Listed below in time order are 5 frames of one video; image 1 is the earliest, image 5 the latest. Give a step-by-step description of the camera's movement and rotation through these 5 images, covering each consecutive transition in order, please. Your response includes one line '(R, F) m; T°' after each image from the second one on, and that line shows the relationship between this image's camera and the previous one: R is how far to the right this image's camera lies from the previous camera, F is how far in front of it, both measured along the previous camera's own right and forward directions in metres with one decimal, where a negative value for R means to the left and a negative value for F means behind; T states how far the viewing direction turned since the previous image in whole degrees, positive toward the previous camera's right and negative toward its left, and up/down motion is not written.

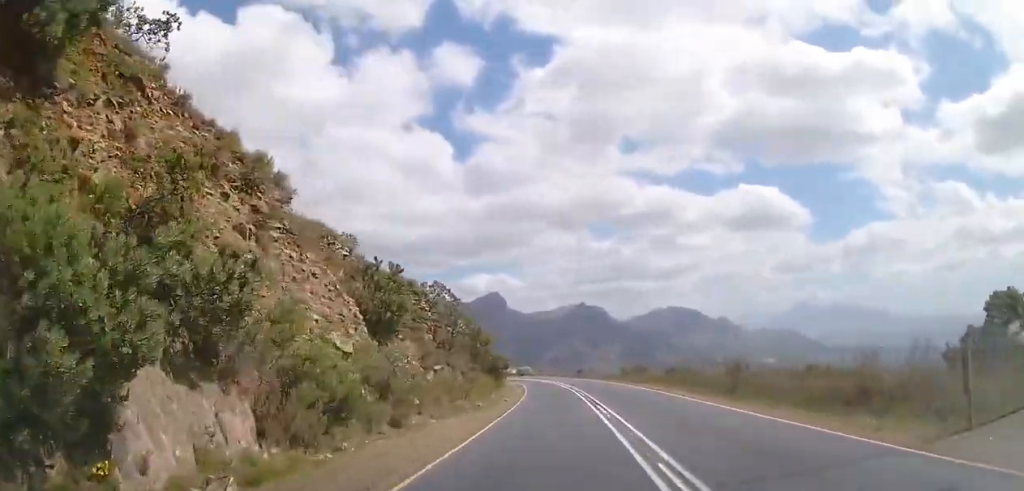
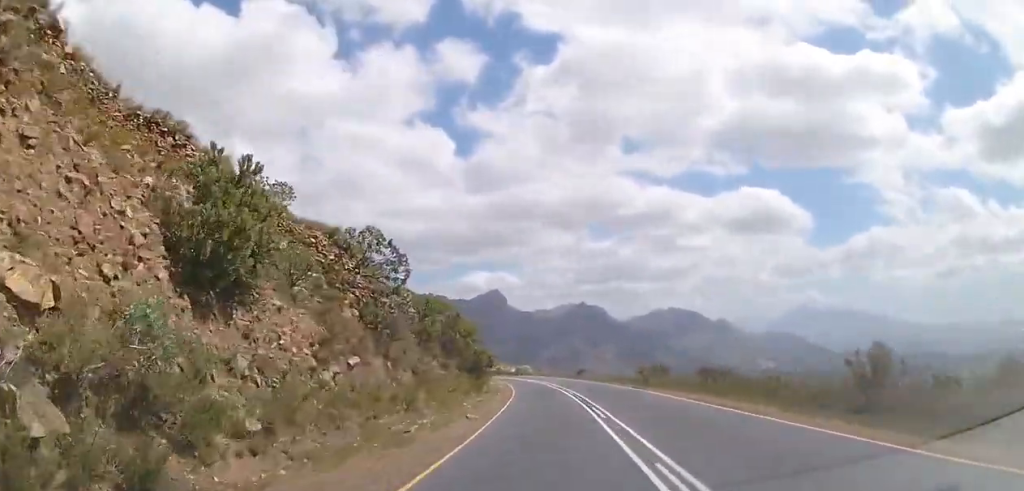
(+0.1, +12.7) m; 0°
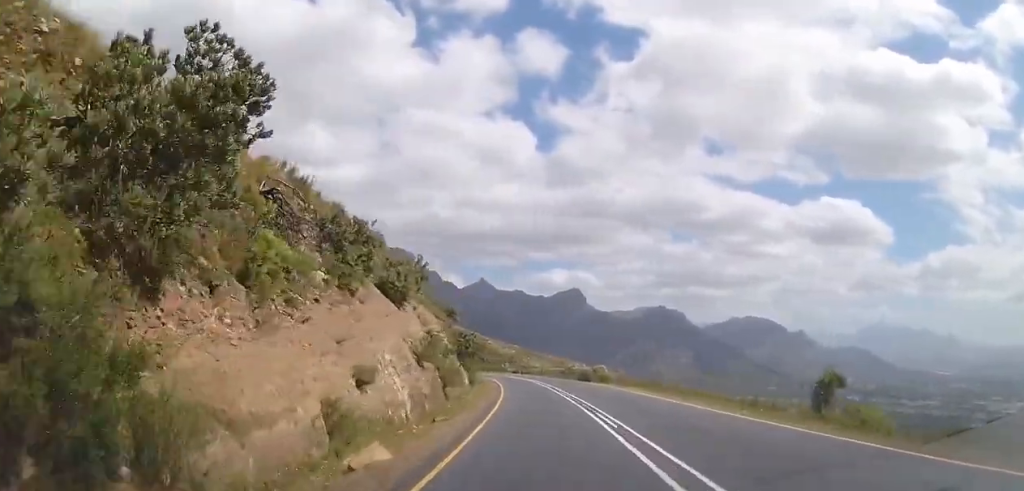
(-2.8, +63.0) m; -6°
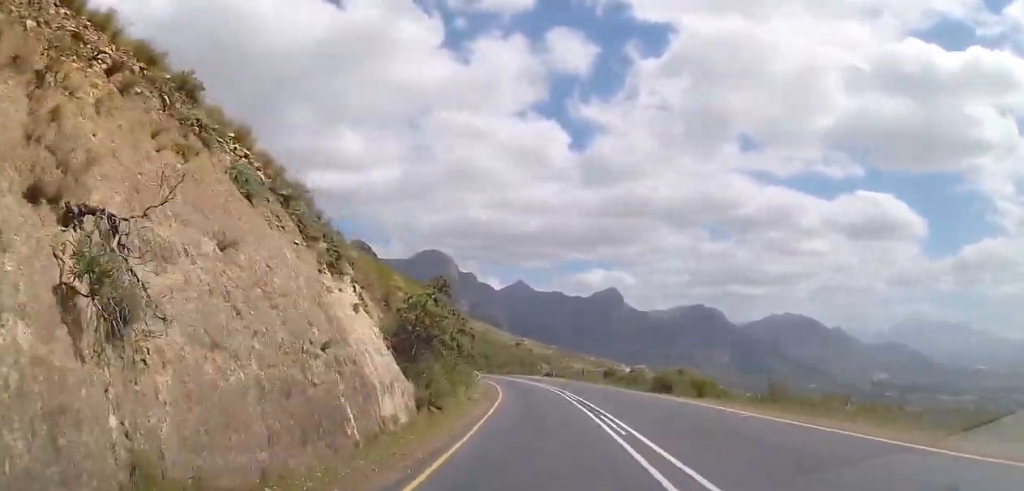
(-0.1, +25.4) m; -2°
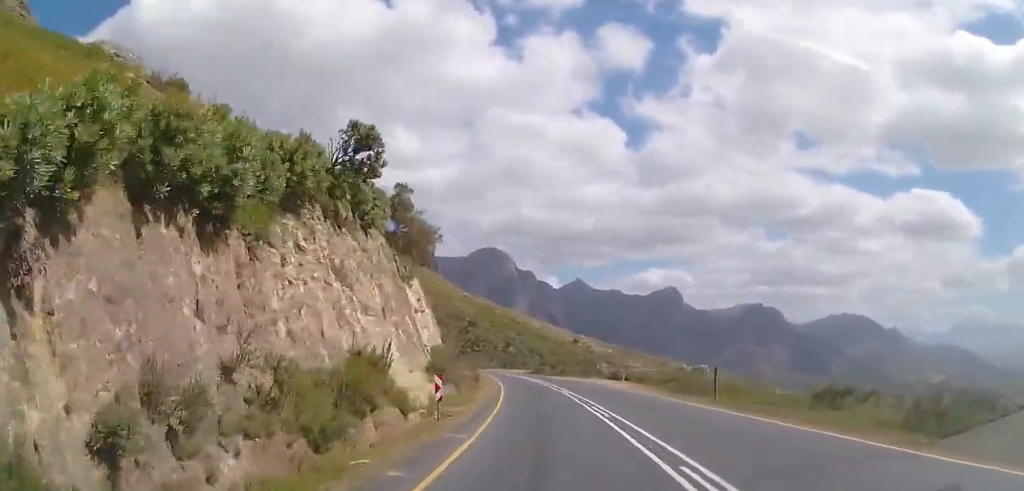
(-1.6, +30.6) m; -7°
